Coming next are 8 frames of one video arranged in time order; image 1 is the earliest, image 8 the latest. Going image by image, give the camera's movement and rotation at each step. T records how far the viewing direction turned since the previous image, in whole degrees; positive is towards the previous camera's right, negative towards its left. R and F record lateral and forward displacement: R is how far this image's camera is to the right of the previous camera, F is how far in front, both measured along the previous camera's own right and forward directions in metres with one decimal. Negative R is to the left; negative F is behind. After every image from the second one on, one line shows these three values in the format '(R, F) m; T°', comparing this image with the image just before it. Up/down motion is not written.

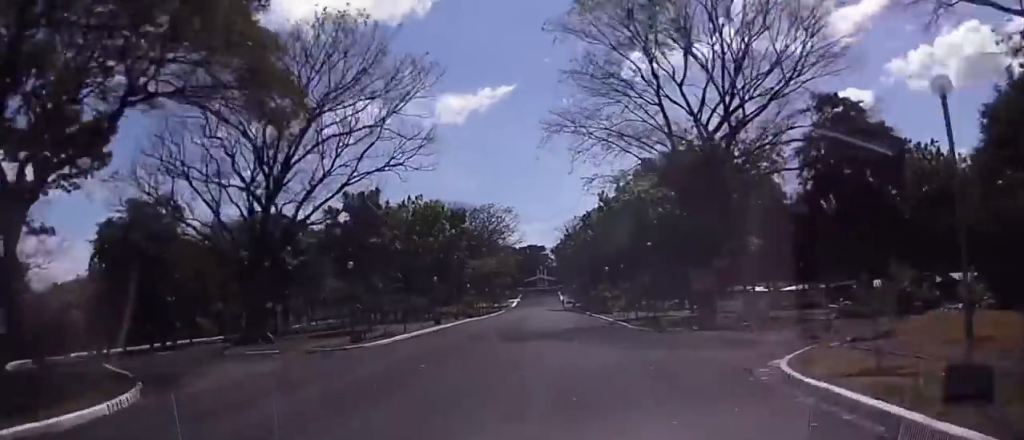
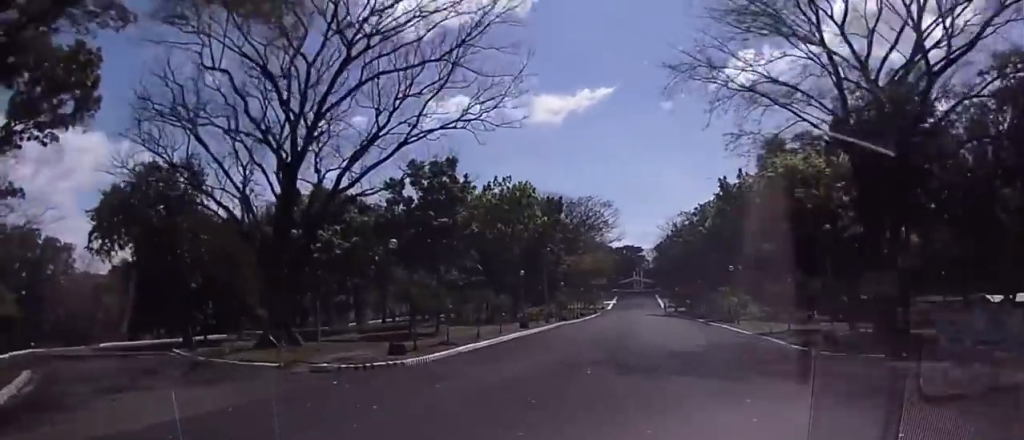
(-0.1, +10.7) m; -15°
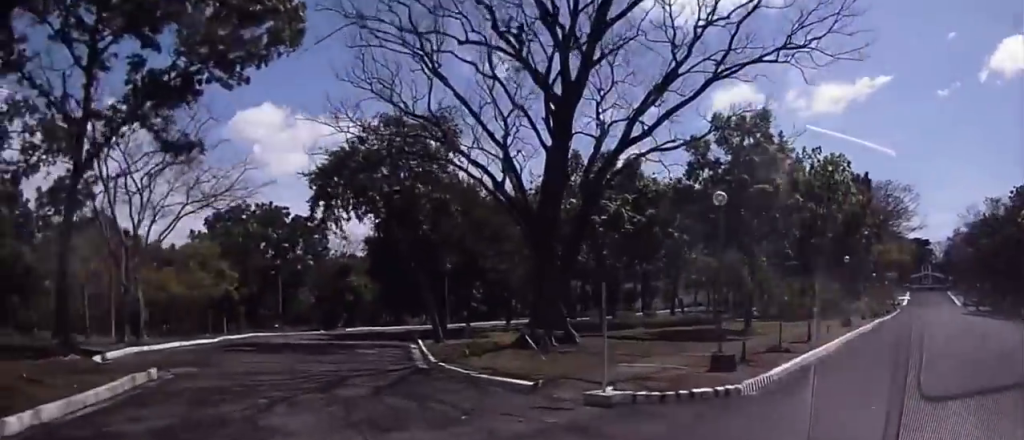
(-2.8, +10.1) m; -19°
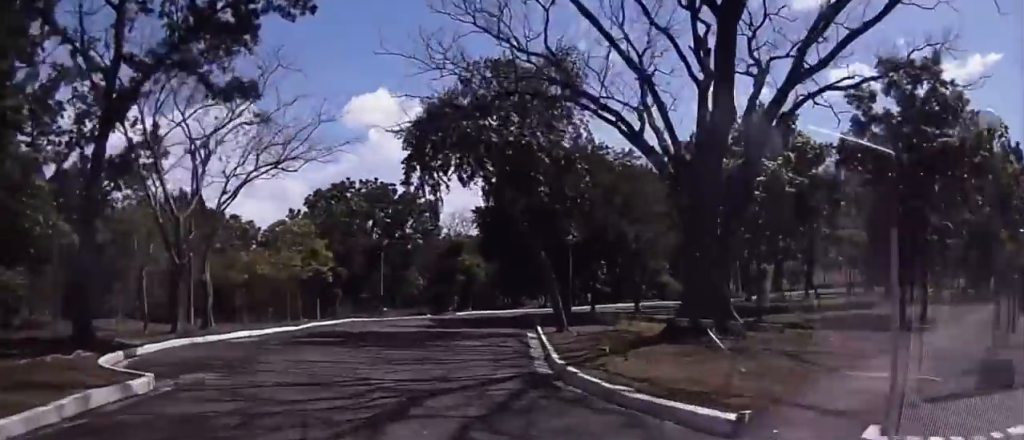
(-0.6, +6.2) m; -8°
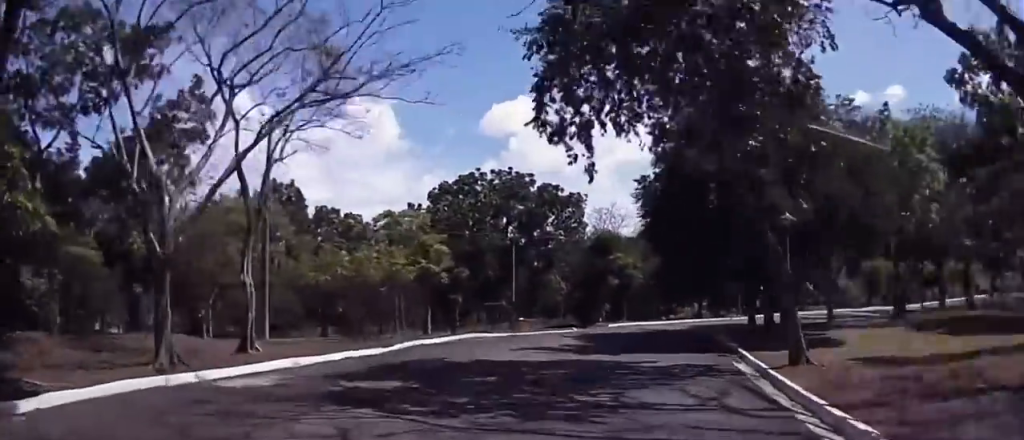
(-0.9, +9.8) m; -3°
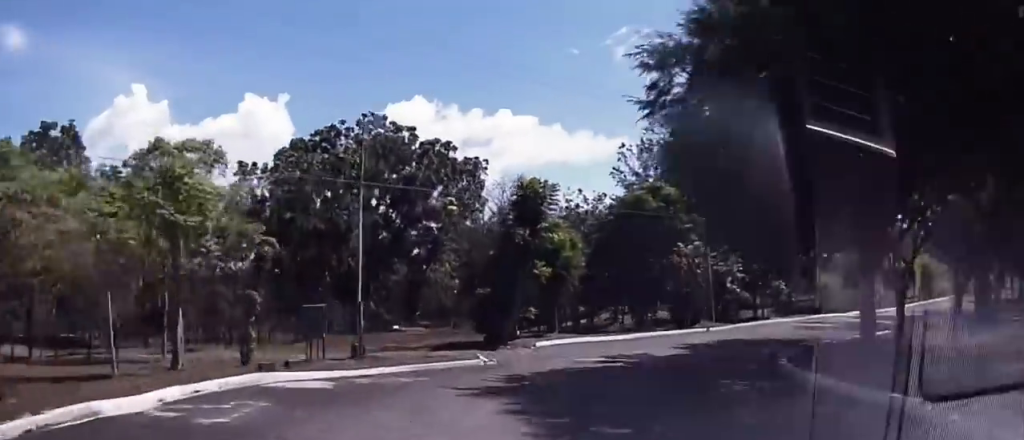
(+0.1, +16.1) m; +13°
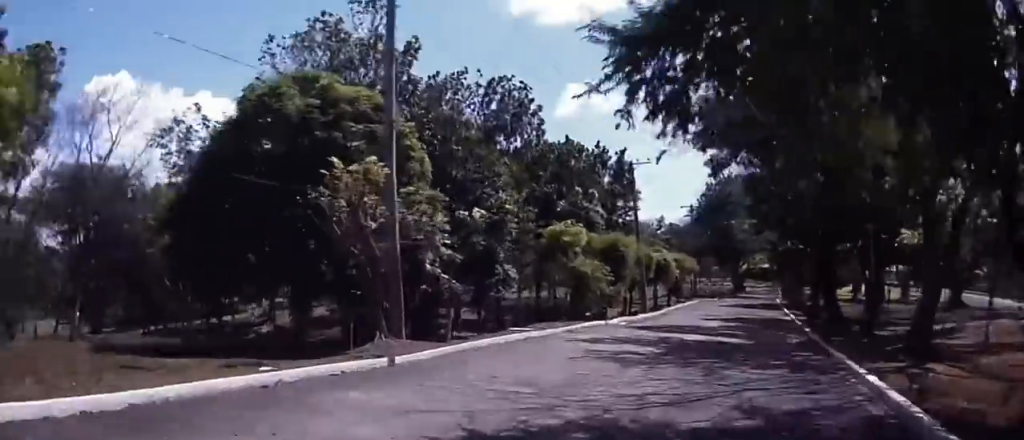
(+4.6, +19.3) m; +27°
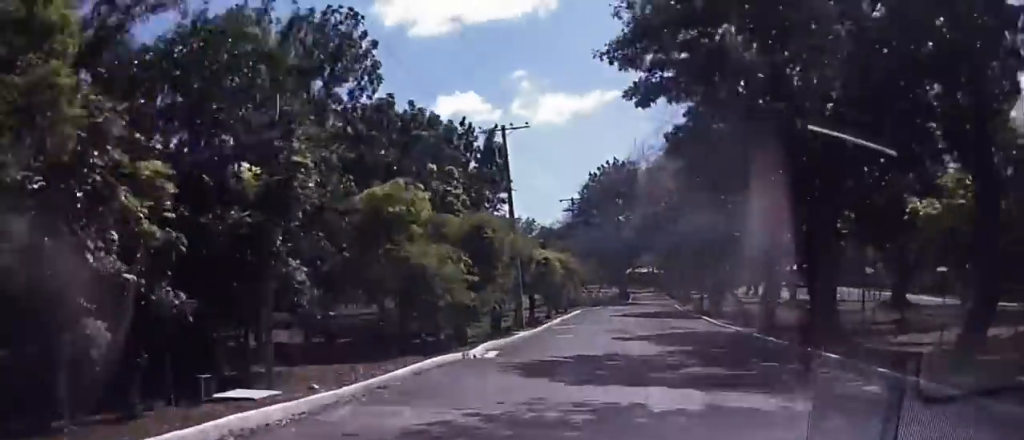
(+2.0, +14.7) m; +22°
